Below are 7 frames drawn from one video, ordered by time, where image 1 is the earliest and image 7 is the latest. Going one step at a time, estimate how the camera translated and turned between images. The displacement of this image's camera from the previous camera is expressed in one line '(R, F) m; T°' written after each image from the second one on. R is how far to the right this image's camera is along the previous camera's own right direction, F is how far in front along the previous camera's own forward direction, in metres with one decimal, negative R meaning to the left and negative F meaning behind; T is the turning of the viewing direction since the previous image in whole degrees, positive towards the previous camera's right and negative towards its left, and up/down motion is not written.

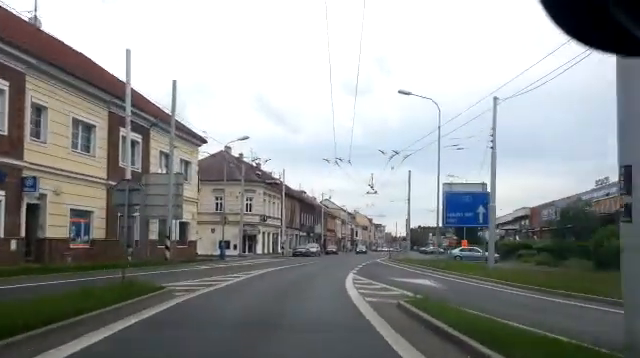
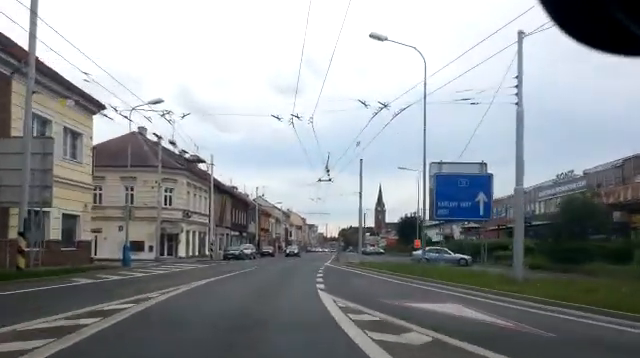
(+0.7, +9.0) m; +7°
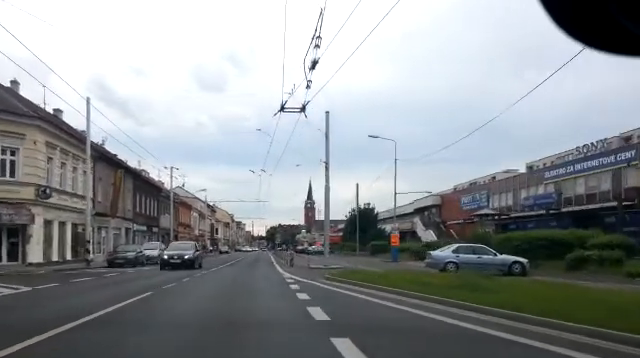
(+0.8, +16.9) m; +5°
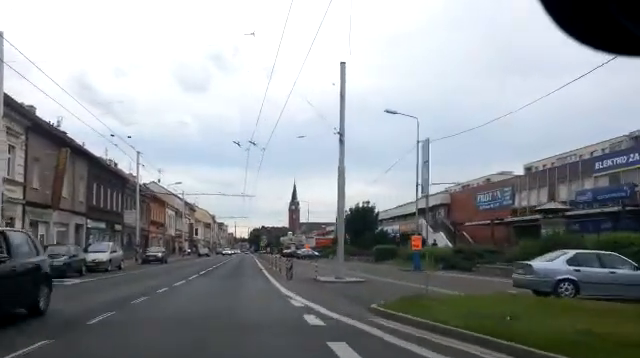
(+0.2, +9.2) m; +2°
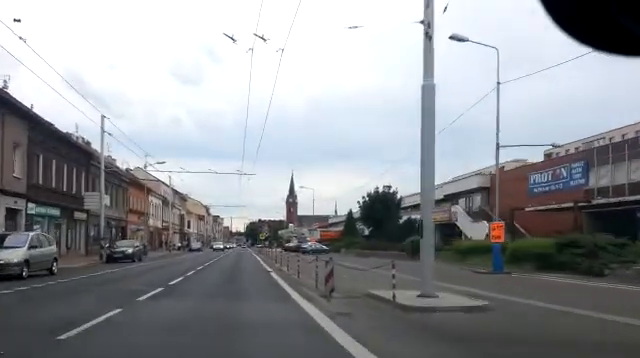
(+0.2, +10.9) m; +1°
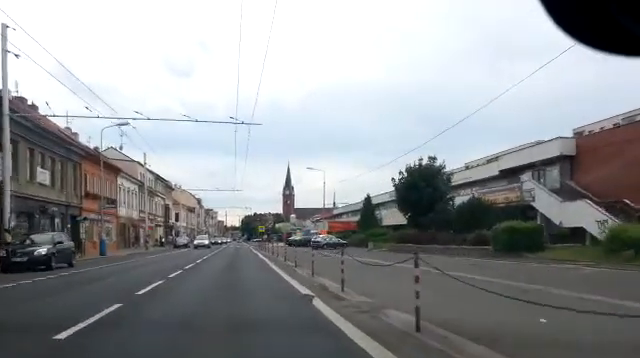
(+0.1, +14.2) m; +2°
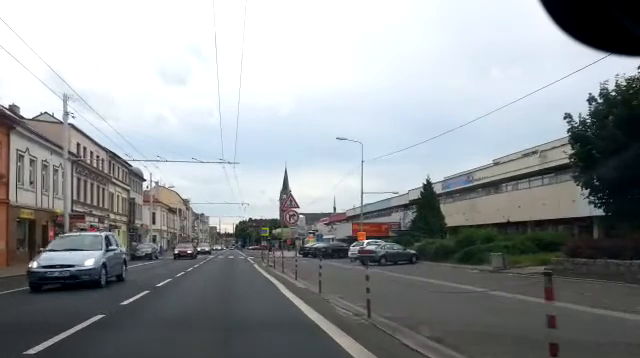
(-0.2, +23.1) m; -2°
